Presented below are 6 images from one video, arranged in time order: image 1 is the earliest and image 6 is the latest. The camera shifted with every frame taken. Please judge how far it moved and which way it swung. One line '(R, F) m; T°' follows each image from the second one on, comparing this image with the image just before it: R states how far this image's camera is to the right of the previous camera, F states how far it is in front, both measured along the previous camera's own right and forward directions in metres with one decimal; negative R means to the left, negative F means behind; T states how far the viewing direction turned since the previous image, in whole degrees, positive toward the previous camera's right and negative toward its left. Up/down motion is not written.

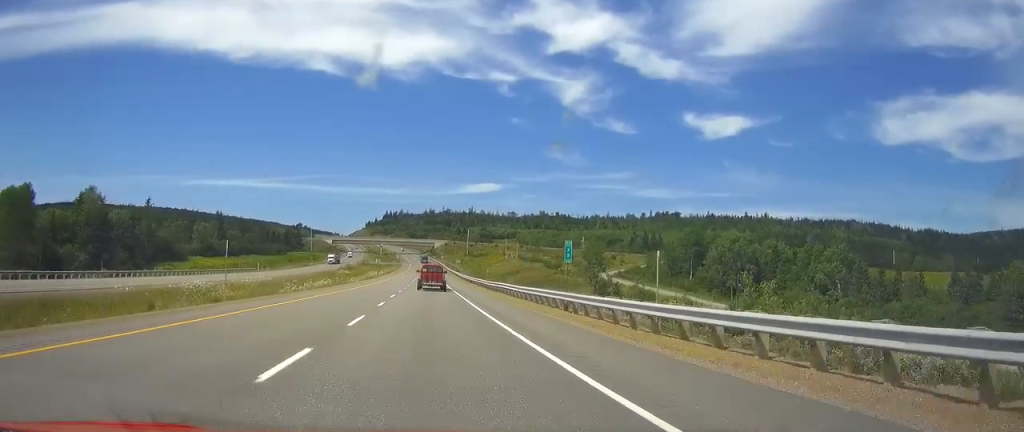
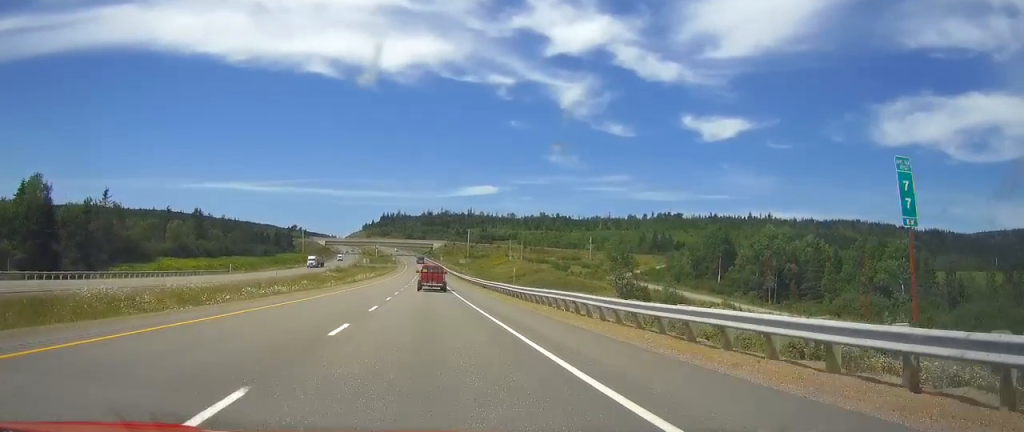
(0.0, +21.5) m; 0°
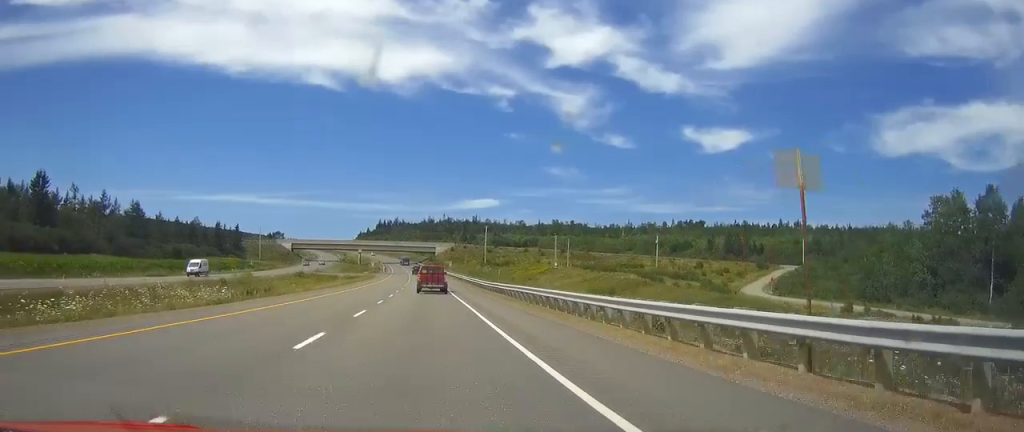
(0.0, +100.9) m; 0°
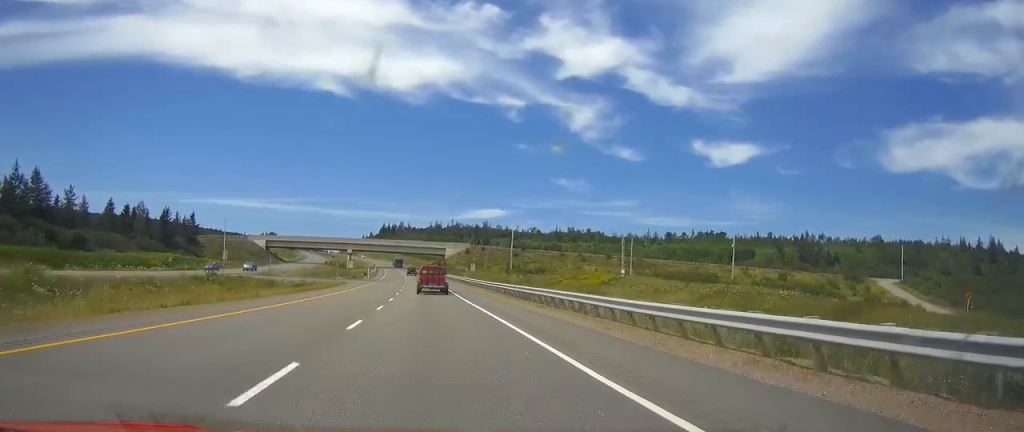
(-0.6, +58.9) m; -1°
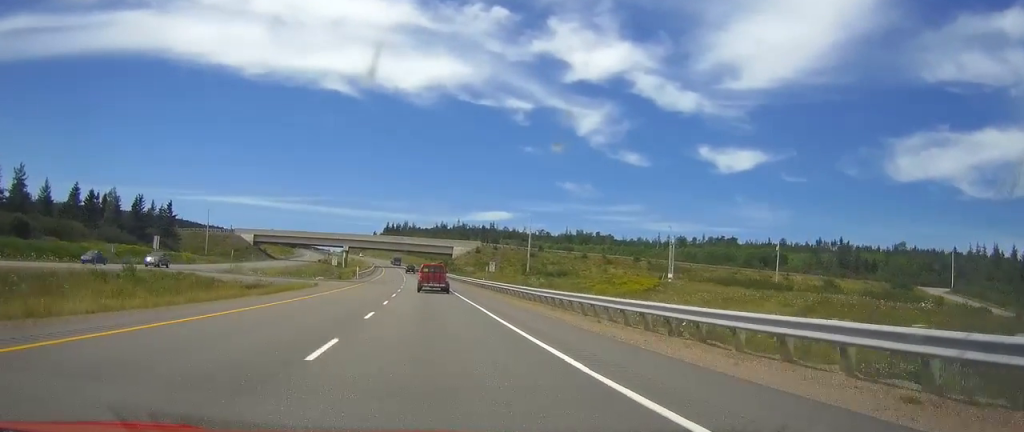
(-0.1, +23.3) m; 0°
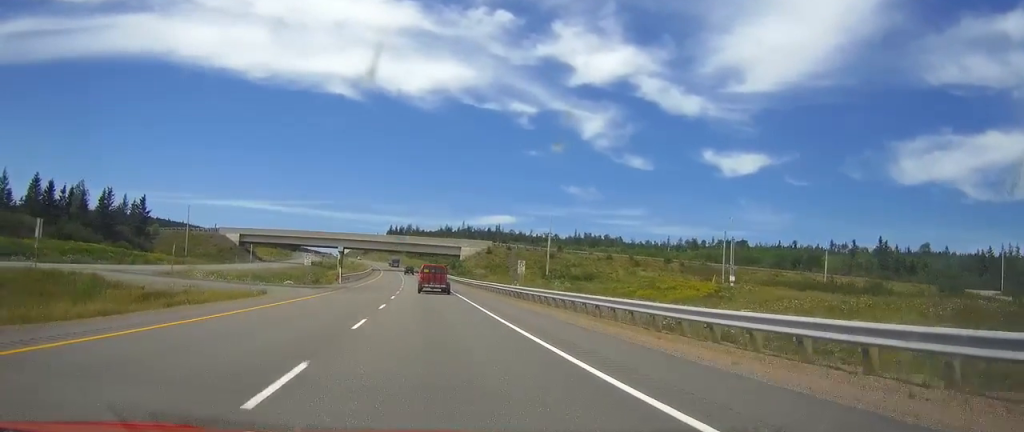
(0.0, +21.1) m; 0°
